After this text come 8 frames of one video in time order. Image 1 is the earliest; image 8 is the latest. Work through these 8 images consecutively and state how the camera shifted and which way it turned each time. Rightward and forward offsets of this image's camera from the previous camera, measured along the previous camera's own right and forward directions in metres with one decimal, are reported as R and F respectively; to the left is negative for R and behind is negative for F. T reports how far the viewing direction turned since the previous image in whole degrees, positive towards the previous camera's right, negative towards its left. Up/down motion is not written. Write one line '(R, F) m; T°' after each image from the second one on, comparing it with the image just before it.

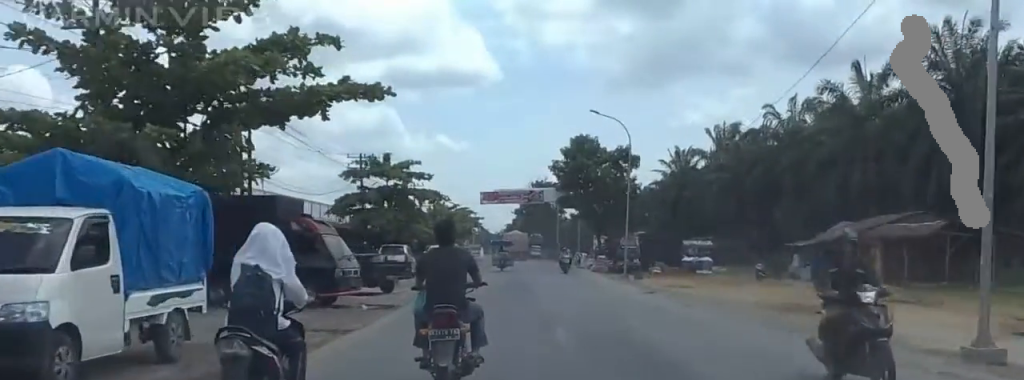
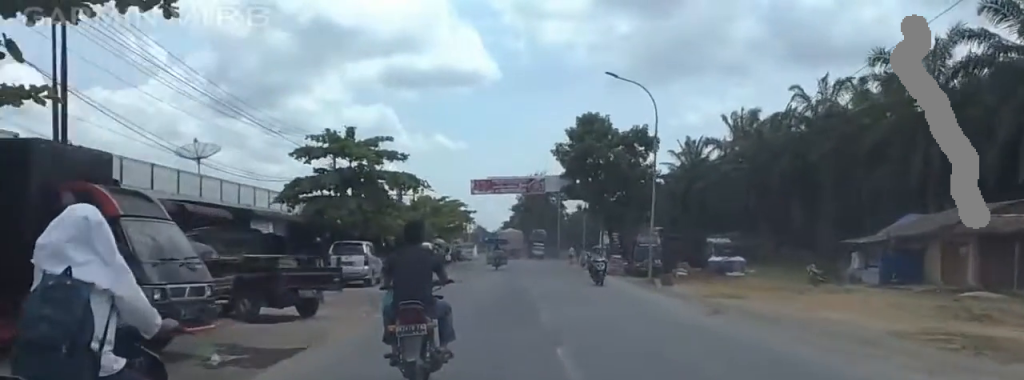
(0.0, +10.5) m; 0°
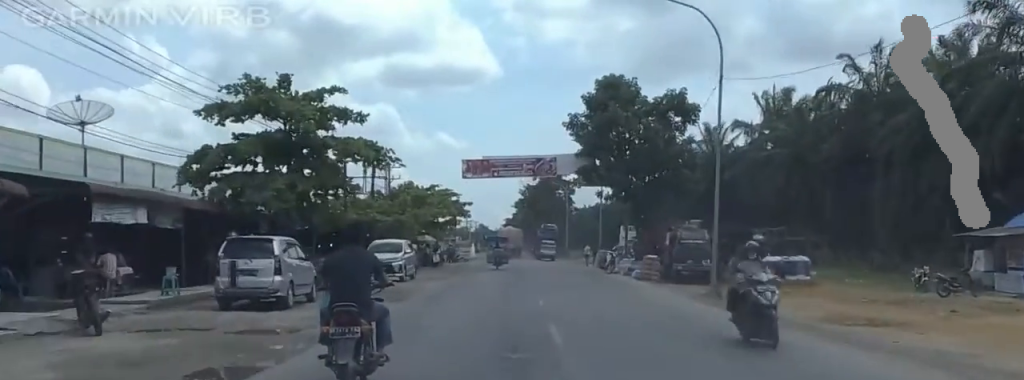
(0.0, +12.1) m; 0°
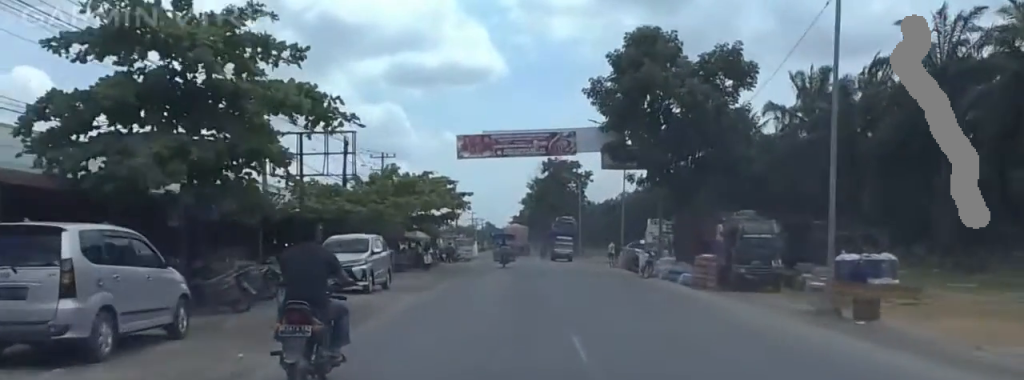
(0.0, +9.5) m; +1°
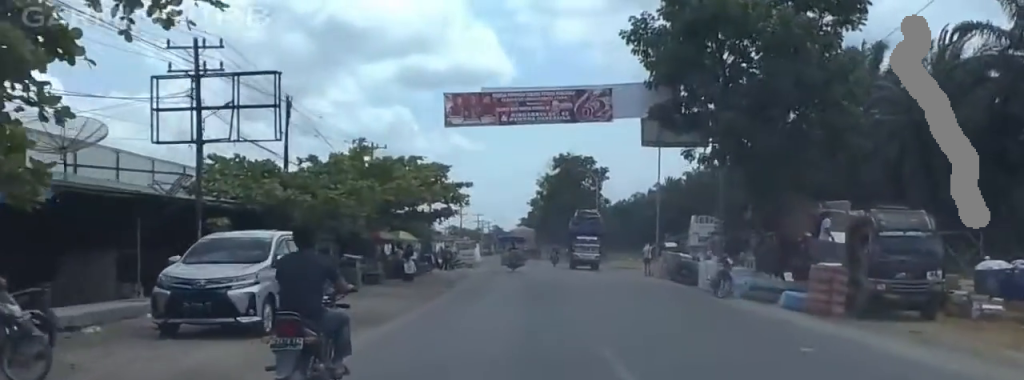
(+0.2, +10.8) m; +1°
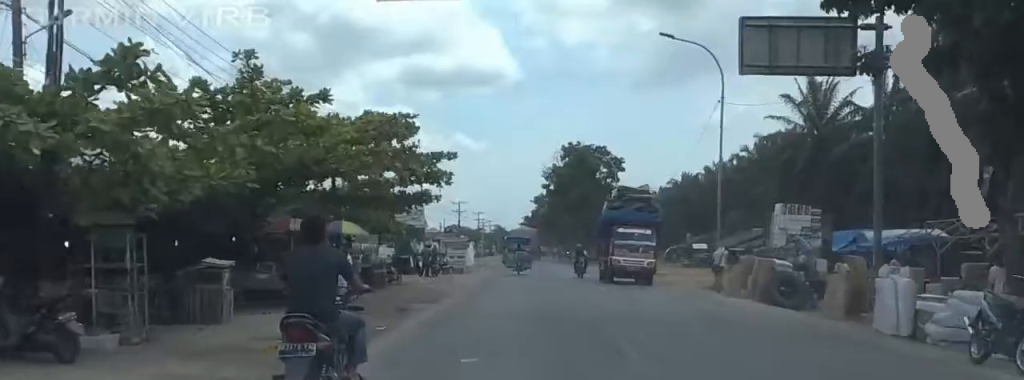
(0.0, +13.9) m; -3°
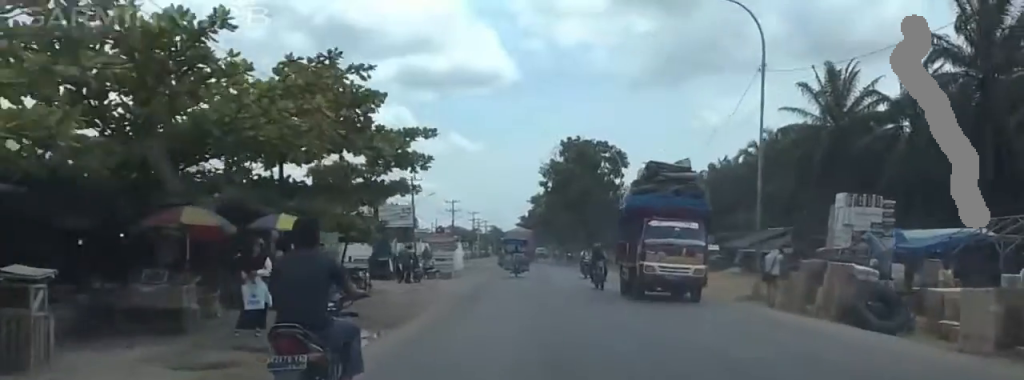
(-0.4, +6.4) m; -1°
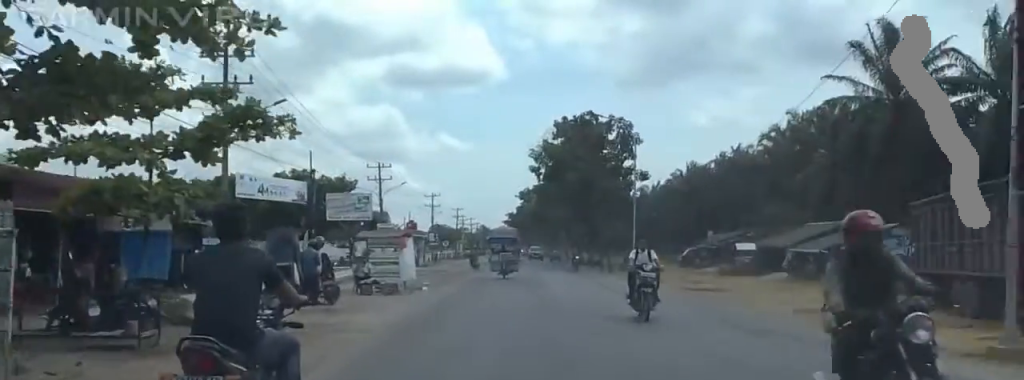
(+0.1, +15.4) m; -1°
